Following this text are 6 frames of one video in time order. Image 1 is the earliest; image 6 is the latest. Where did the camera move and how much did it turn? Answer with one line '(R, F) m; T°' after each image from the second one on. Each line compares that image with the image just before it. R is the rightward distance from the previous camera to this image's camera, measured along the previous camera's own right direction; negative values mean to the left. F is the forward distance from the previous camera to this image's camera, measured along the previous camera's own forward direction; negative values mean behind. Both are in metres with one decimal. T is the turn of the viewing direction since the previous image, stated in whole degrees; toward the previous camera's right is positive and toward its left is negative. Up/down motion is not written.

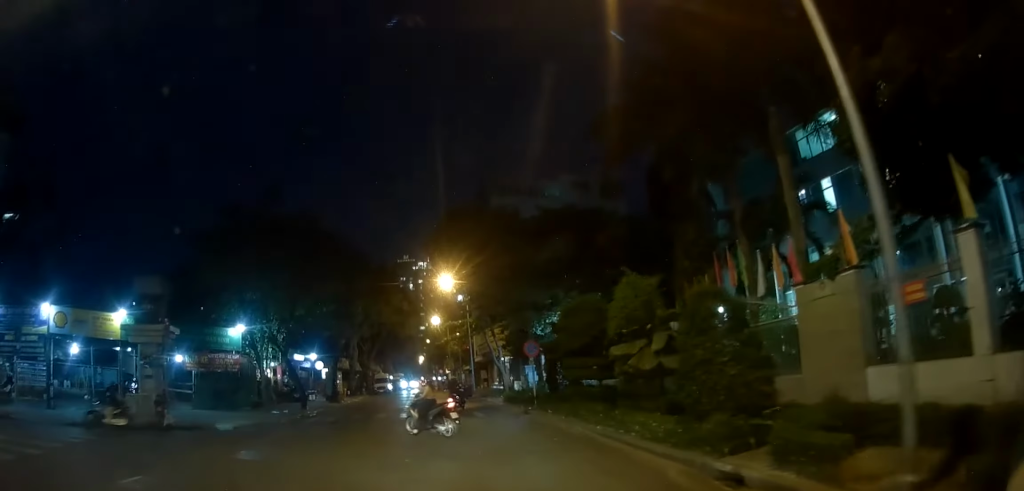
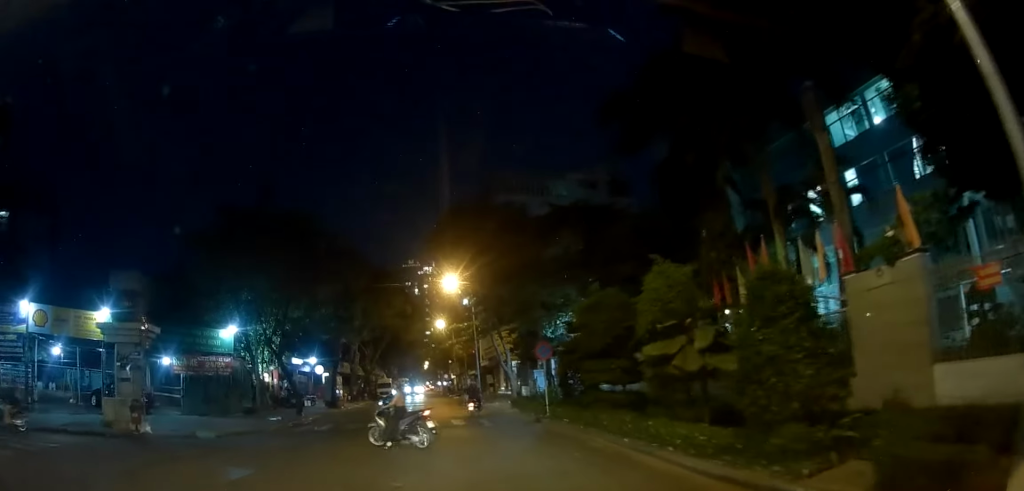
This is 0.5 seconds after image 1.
(+0.2, +1.8) m; -1°
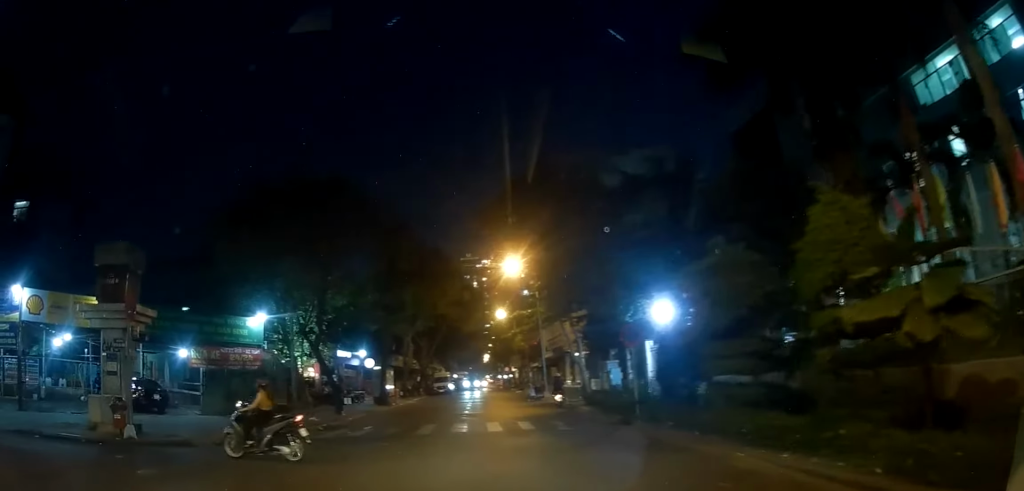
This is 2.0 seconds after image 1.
(-0.9, +3.7) m; -22°
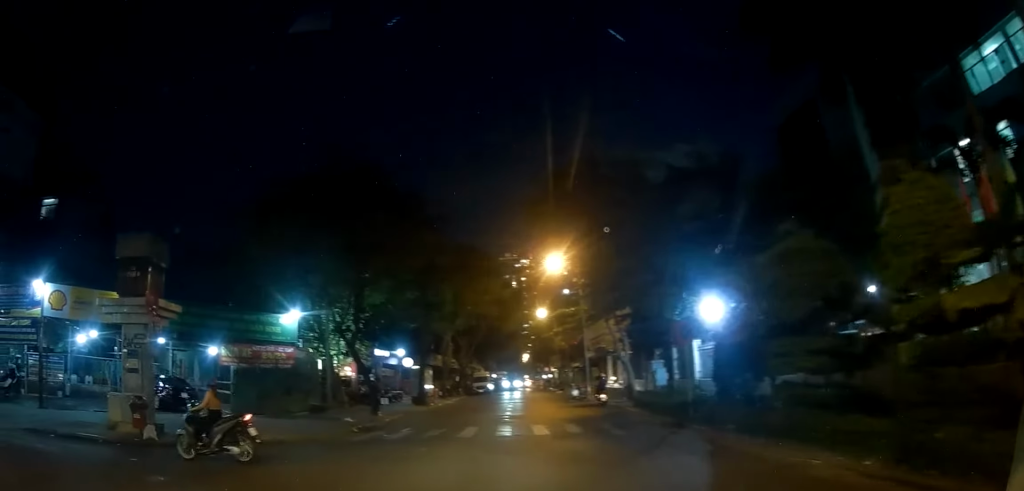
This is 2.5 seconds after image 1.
(0.0, +1.1) m; -6°
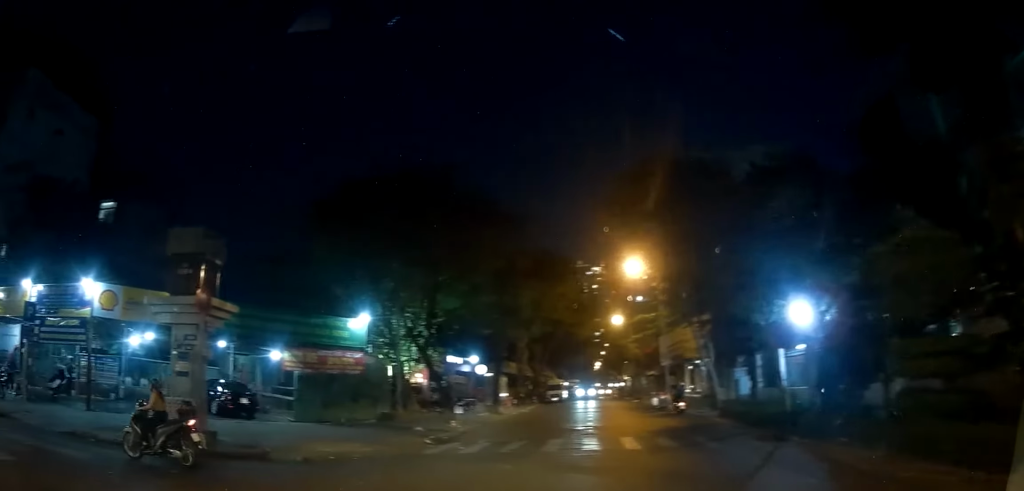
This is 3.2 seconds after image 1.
(-0.1, +1.6) m; -6°
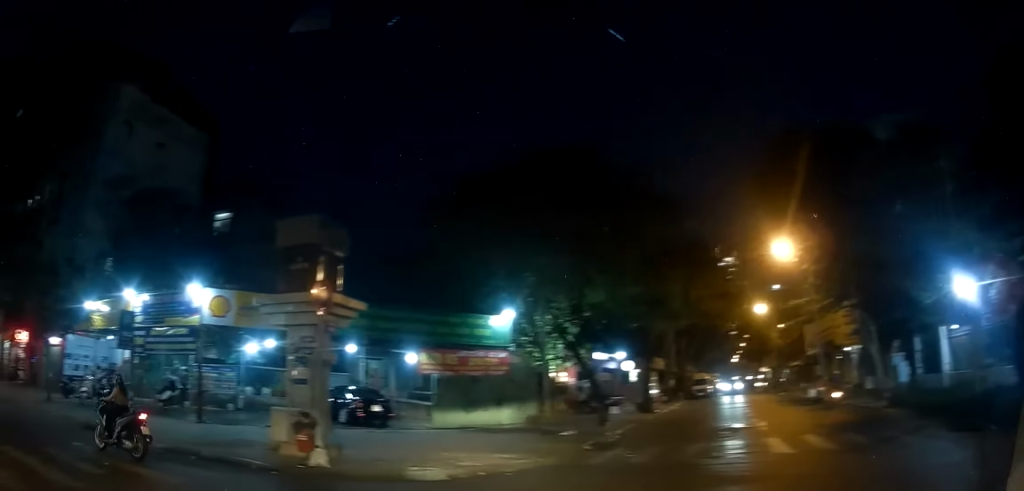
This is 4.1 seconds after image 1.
(-0.2, +2.5) m; -12°
